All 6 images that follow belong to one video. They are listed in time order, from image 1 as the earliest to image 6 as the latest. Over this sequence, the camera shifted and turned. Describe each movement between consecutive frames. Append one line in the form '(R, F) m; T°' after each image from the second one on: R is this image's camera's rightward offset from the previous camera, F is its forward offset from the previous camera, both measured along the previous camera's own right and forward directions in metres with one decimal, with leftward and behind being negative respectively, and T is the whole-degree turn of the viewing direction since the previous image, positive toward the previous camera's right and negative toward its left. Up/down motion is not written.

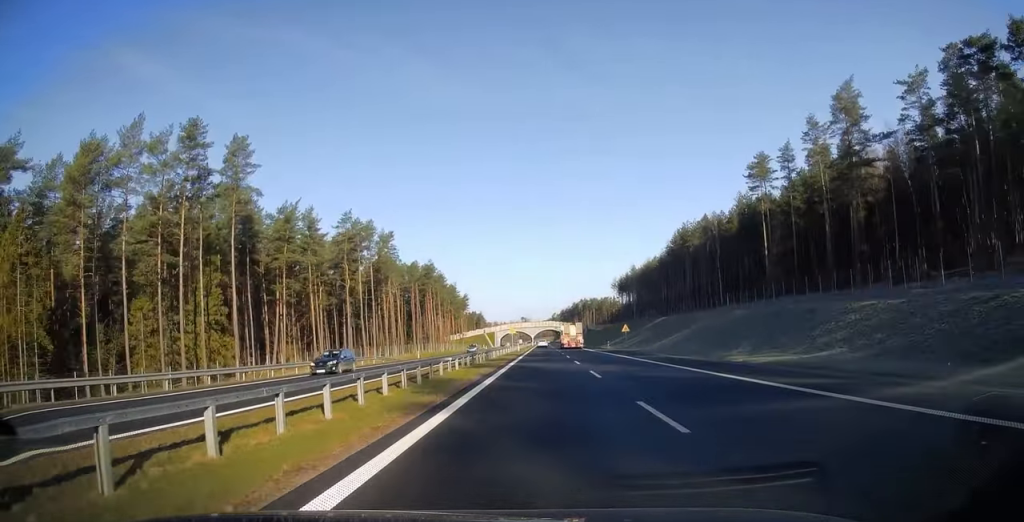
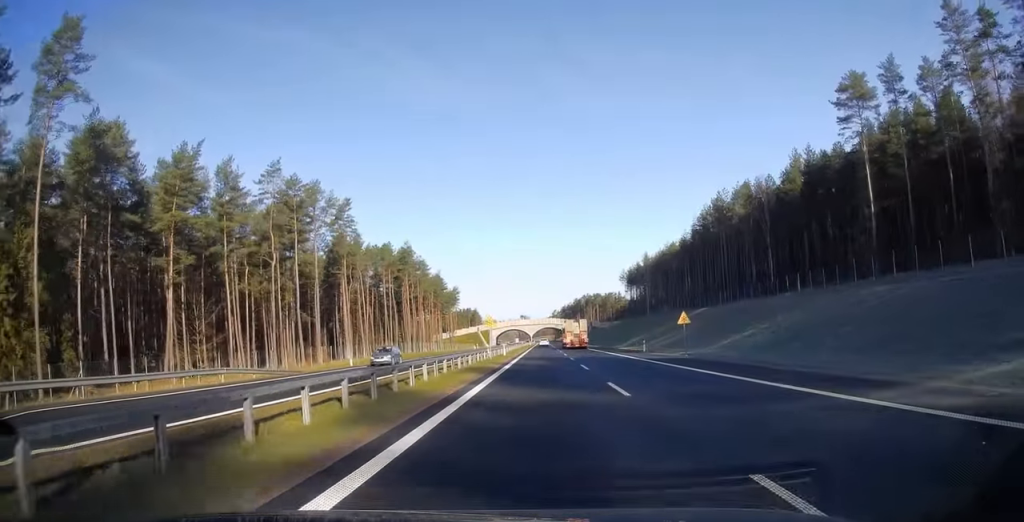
(0.0, +30.4) m; -1°
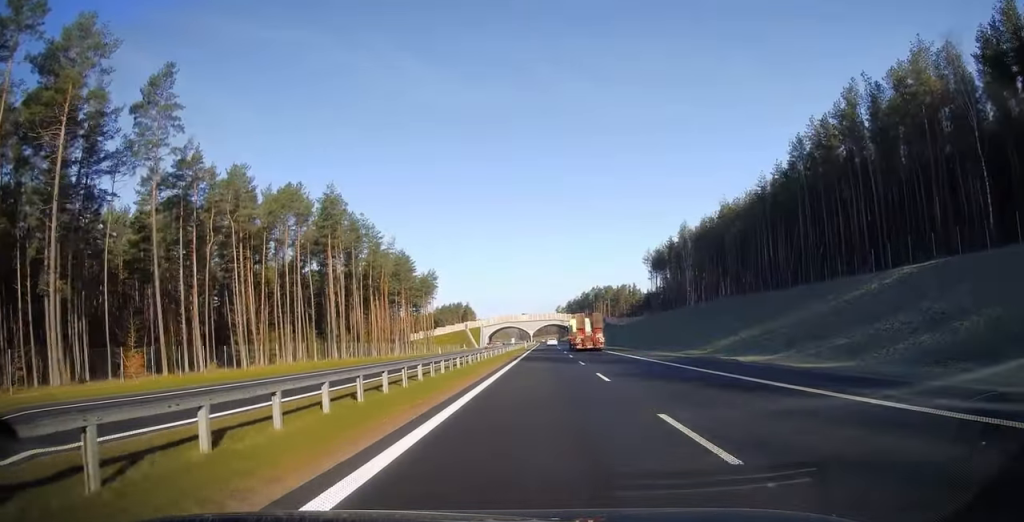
(-0.2, +55.1) m; 0°
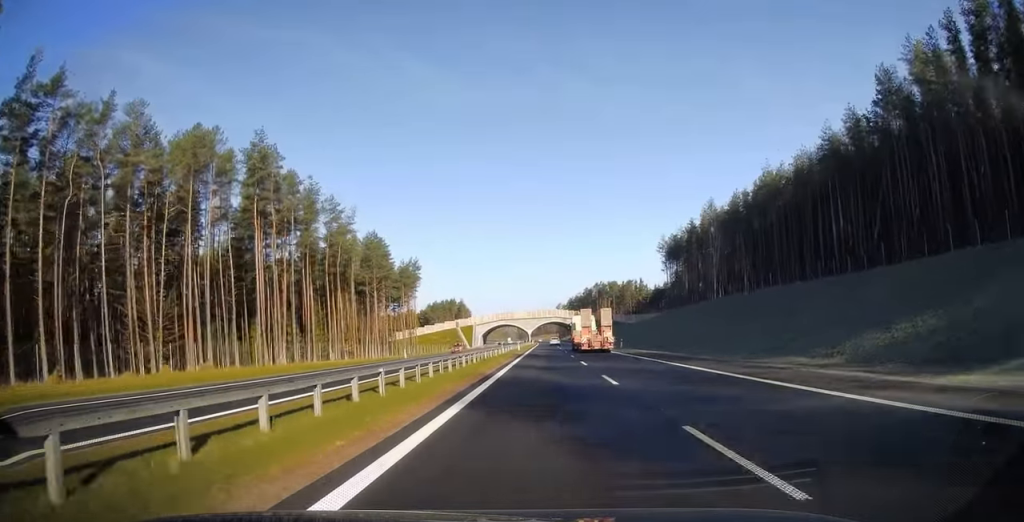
(+0.1, +25.3) m; 0°
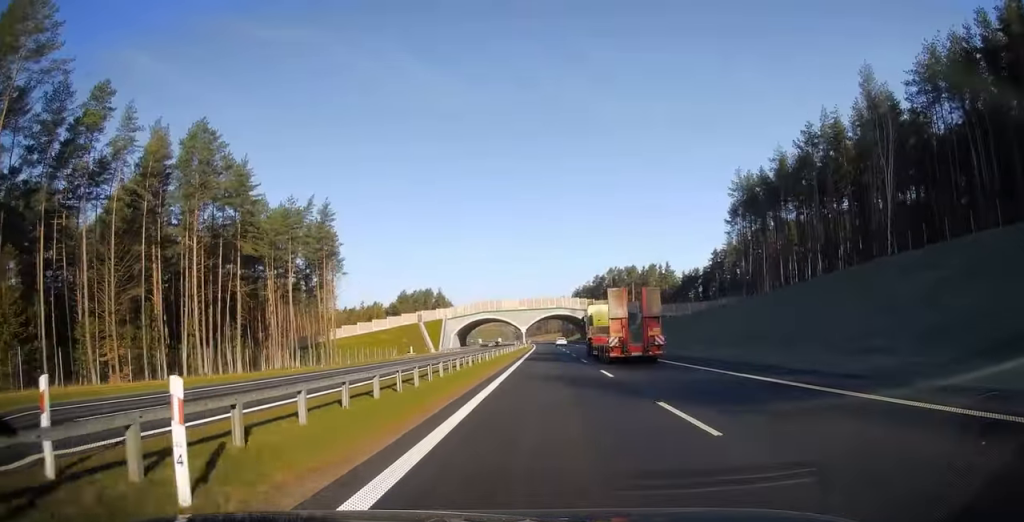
(-0.5, +68.5) m; 0°
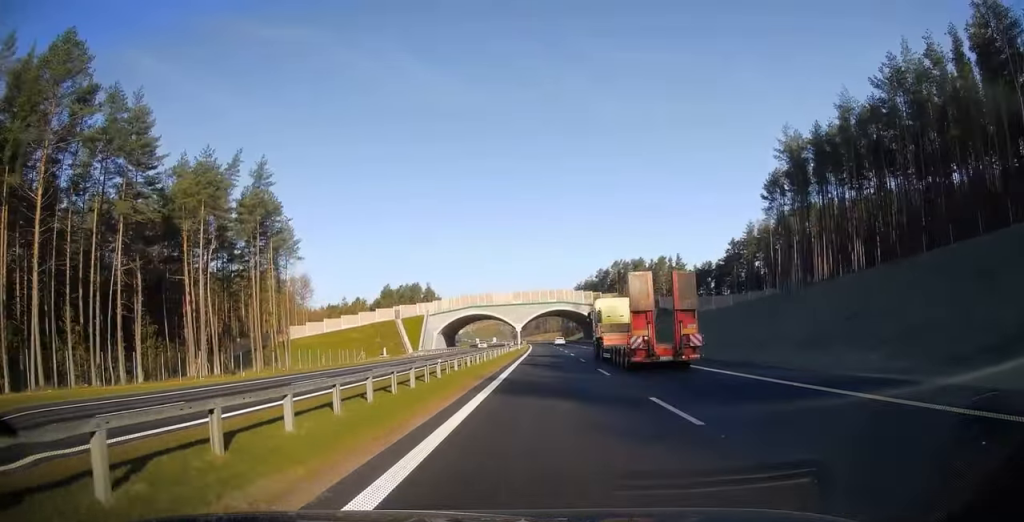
(+0.2, +23.0) m; 0°
